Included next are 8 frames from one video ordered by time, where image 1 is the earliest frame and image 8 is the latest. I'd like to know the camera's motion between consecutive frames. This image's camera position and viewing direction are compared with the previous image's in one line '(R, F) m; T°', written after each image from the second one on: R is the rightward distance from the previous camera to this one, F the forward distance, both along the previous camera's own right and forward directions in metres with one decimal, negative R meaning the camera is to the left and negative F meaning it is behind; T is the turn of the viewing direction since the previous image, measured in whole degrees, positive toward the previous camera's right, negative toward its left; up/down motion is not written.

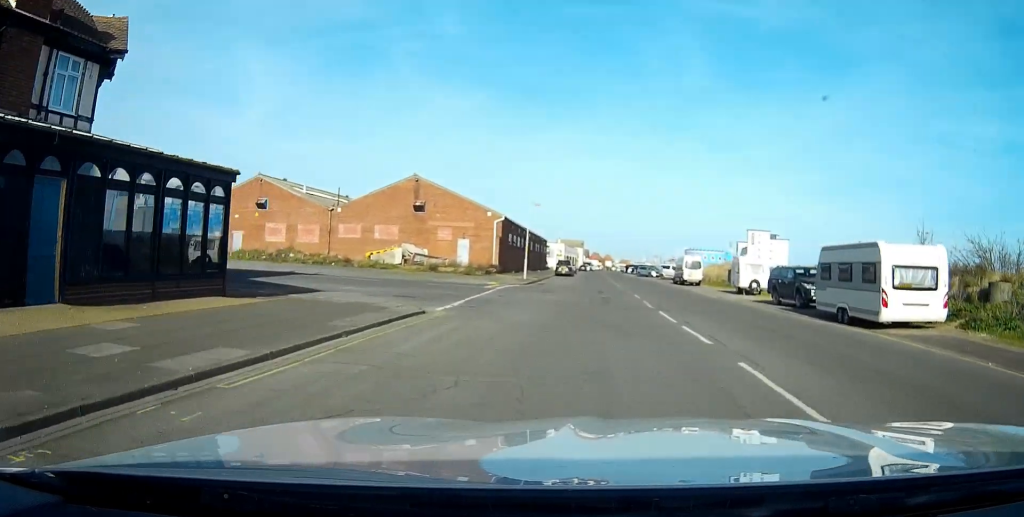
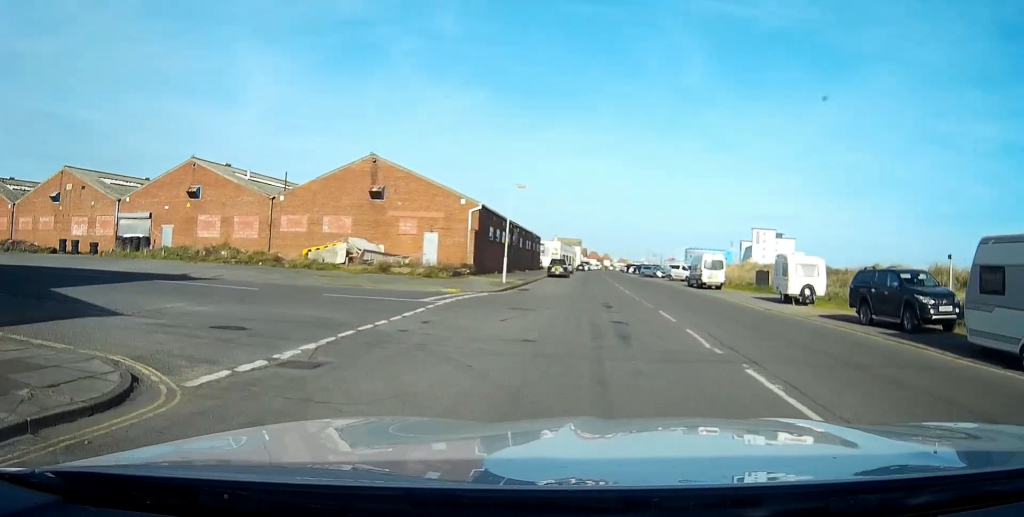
(+0.1, +11.3) m; 0°
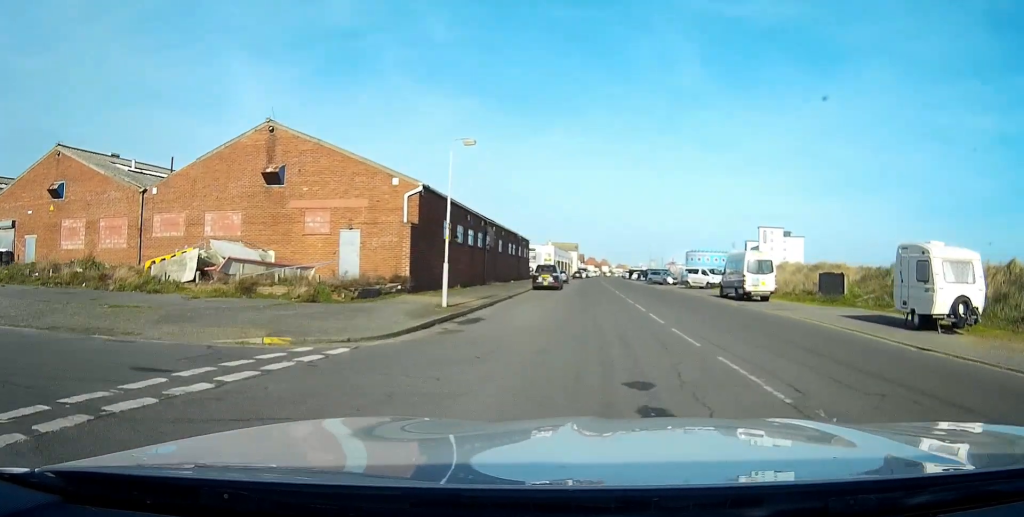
(0.0, +15.5) m; +1°
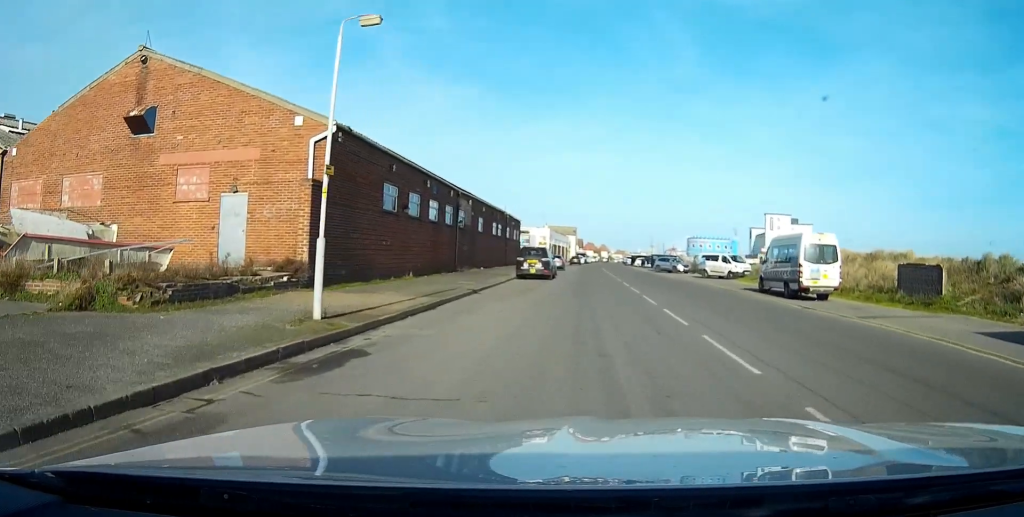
(+0.1, +11.6) m; +1°
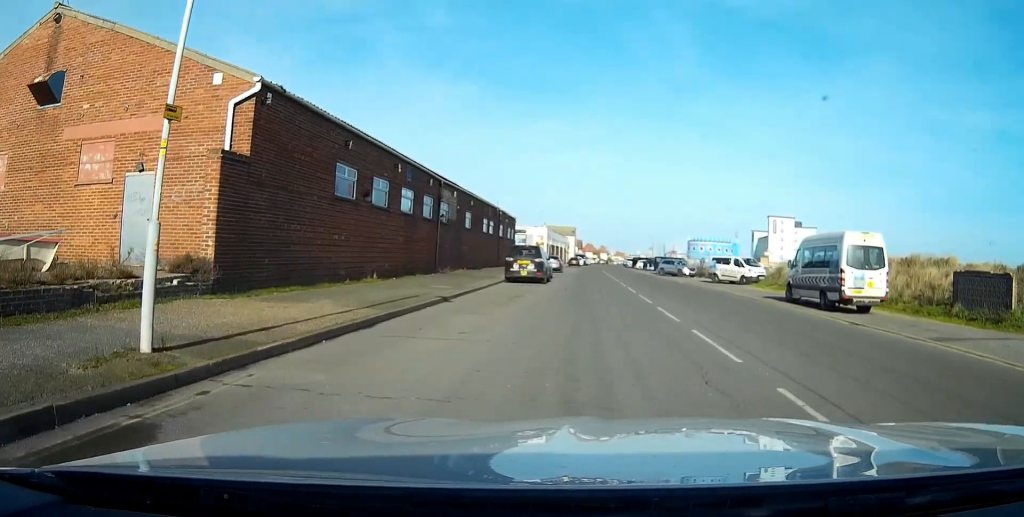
(0.0, +5.0) m; 0°
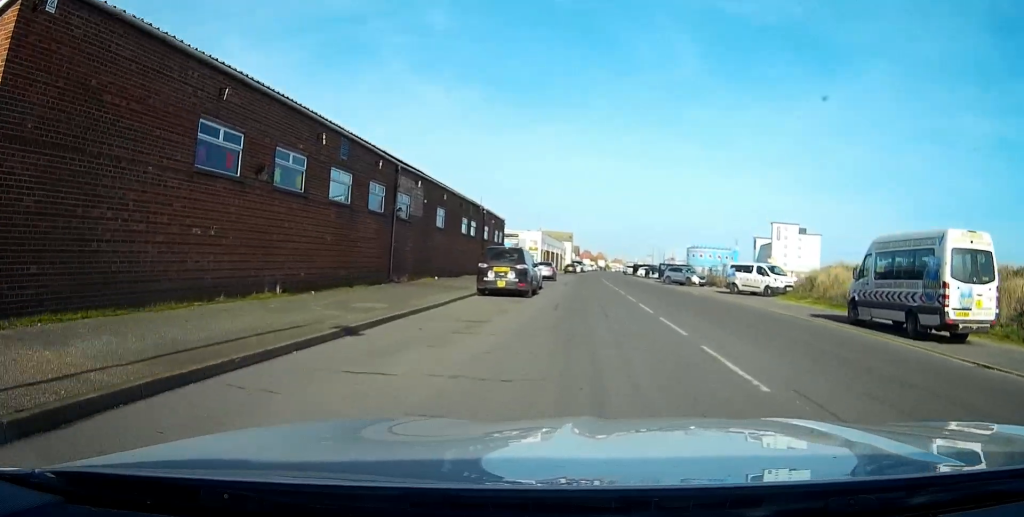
(0.0, +7.8) m; 0°
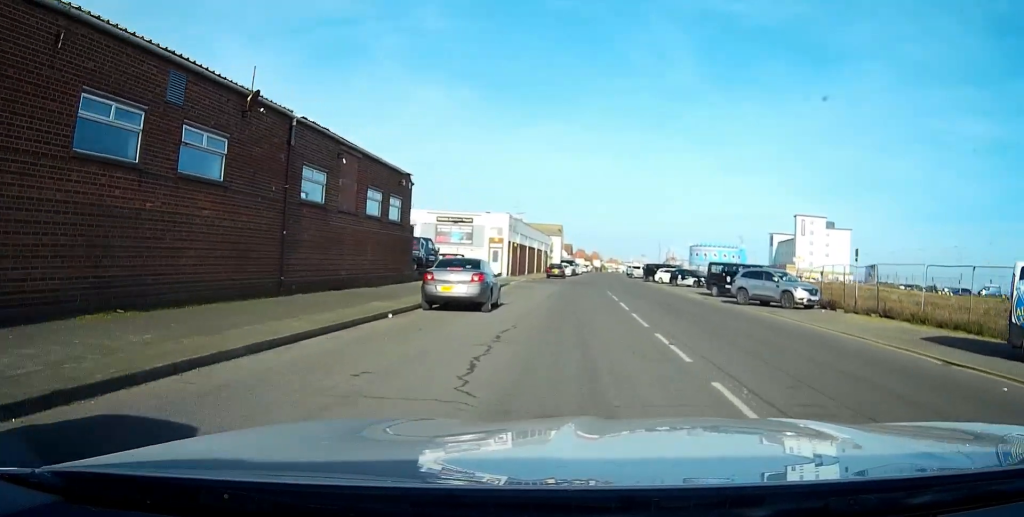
(-0.2, +33.4) m; -1°
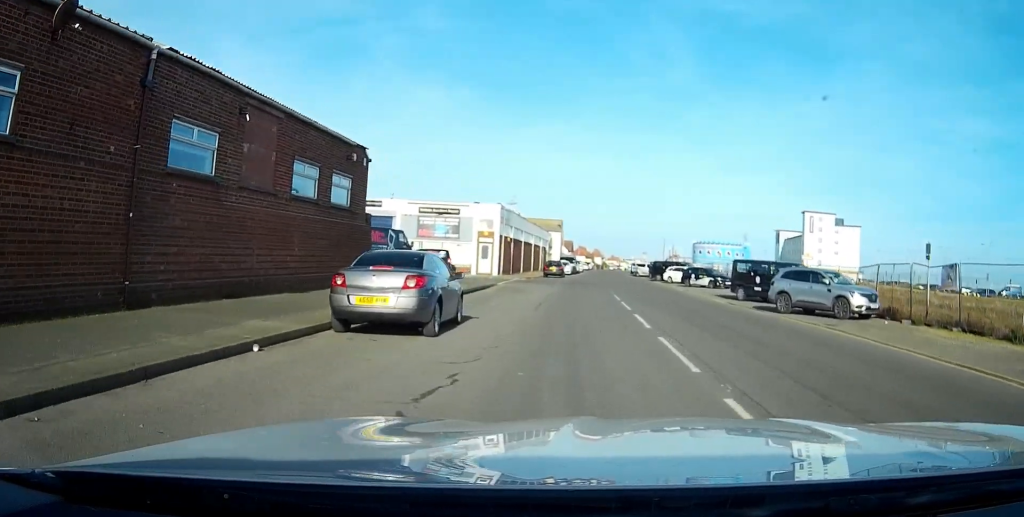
(0.0, +6.9) m; 0°
